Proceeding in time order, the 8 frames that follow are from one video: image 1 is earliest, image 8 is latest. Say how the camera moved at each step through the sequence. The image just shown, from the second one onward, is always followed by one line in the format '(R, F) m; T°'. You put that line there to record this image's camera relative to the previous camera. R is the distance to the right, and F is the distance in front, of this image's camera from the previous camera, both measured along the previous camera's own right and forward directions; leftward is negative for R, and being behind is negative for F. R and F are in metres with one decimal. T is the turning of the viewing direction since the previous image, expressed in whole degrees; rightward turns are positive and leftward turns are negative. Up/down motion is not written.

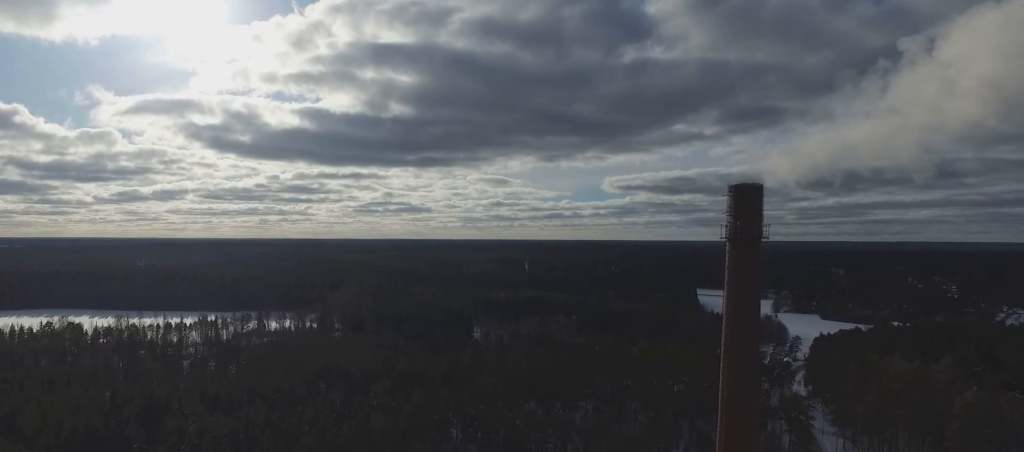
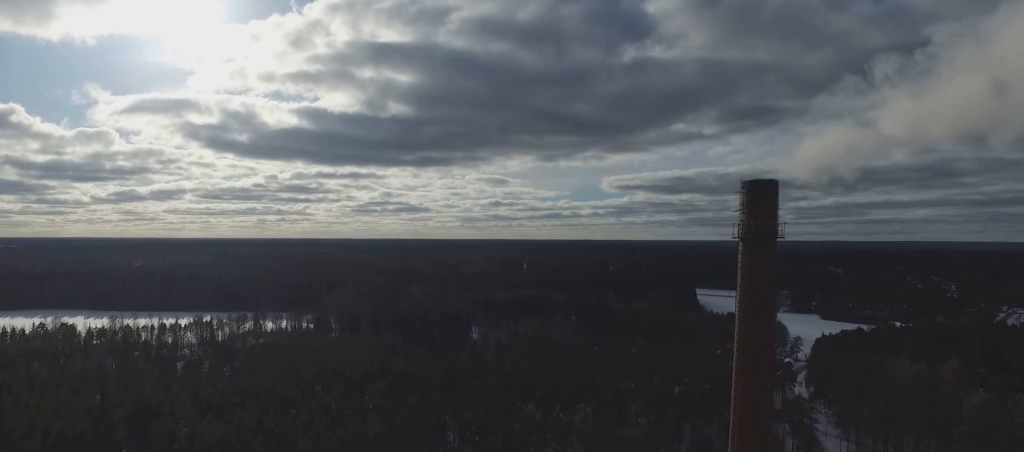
(0.0, +3.9) m; -1°
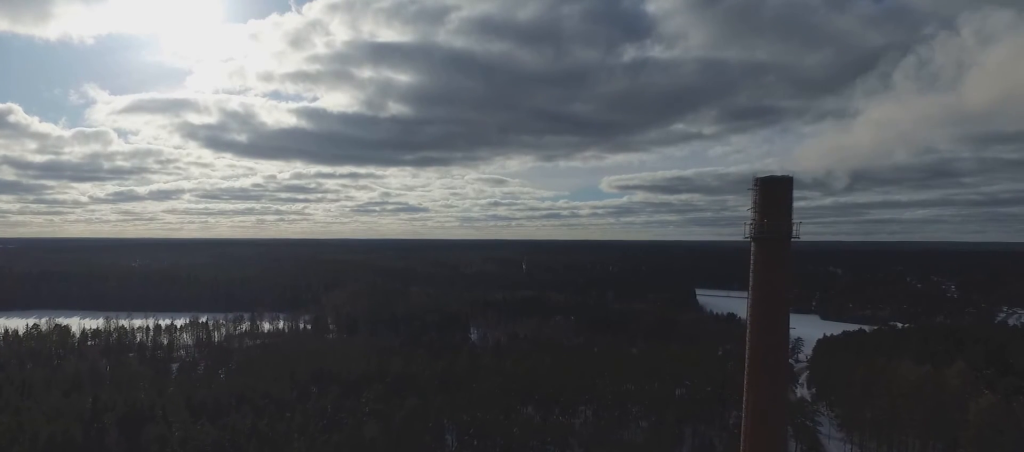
(0.0, +3.1) m; 0°
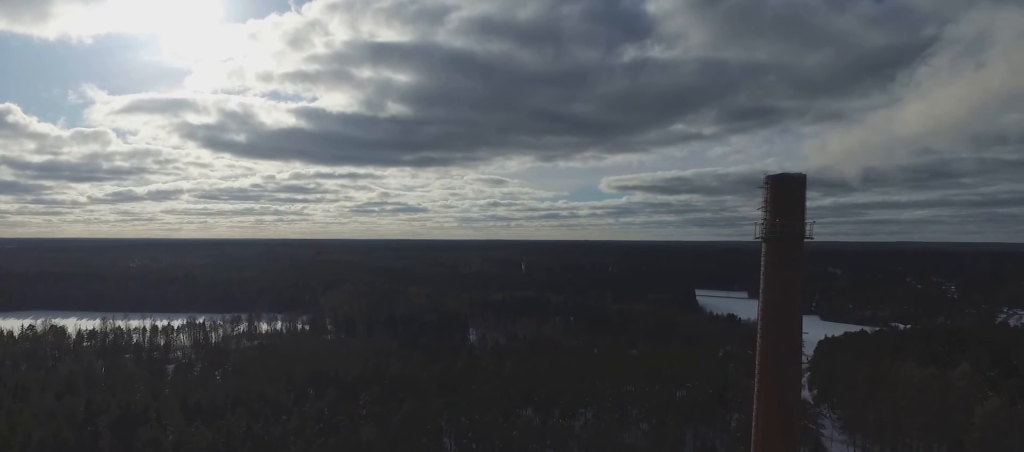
(0.0, +2.4) m; 0°
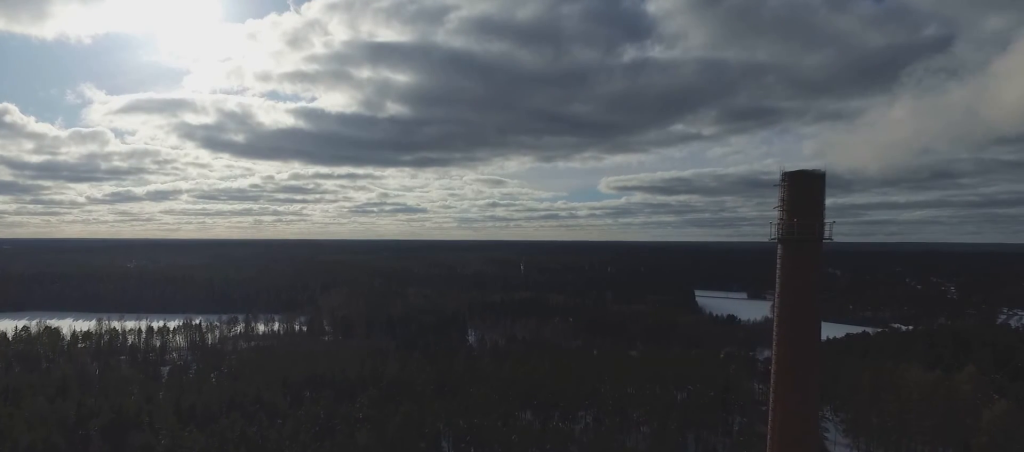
(0.0, +3.1) m; 0°
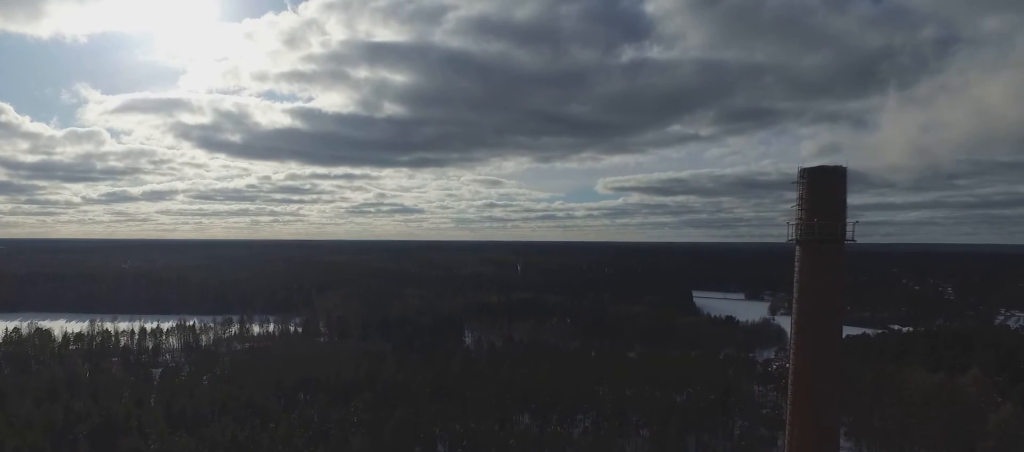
(0.0, +3.4) m; +1°
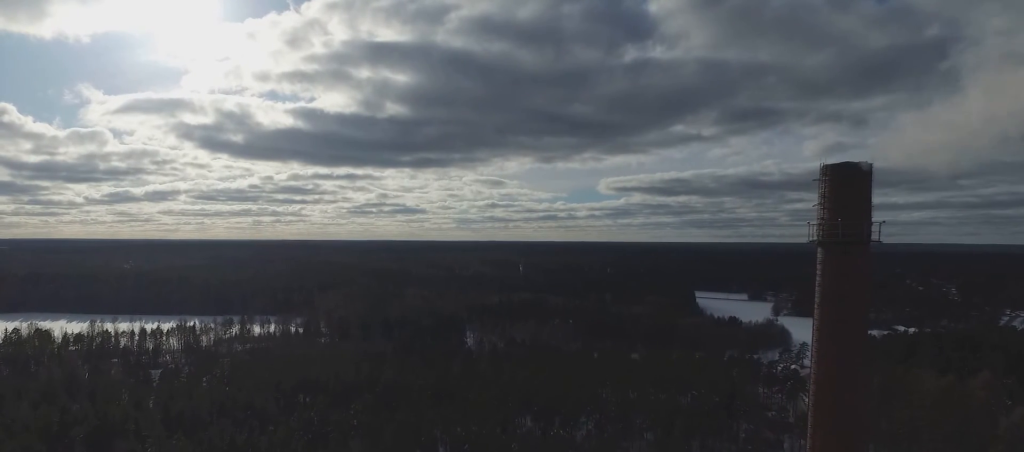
(0.0, +2.7) m; +1°
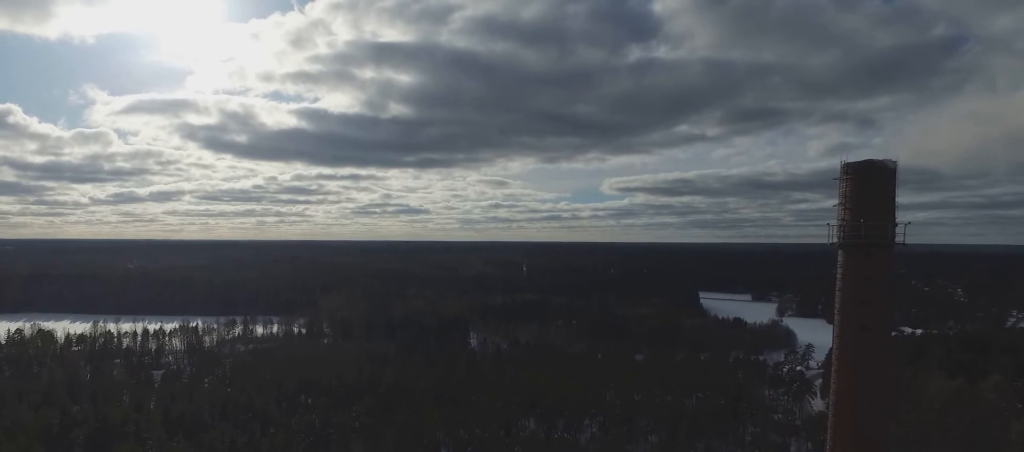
(0.0, +2.0) m; +1°
